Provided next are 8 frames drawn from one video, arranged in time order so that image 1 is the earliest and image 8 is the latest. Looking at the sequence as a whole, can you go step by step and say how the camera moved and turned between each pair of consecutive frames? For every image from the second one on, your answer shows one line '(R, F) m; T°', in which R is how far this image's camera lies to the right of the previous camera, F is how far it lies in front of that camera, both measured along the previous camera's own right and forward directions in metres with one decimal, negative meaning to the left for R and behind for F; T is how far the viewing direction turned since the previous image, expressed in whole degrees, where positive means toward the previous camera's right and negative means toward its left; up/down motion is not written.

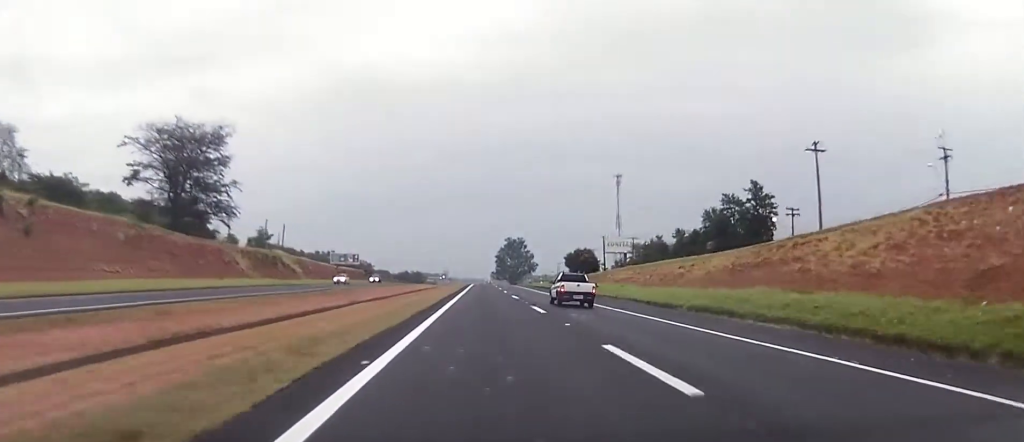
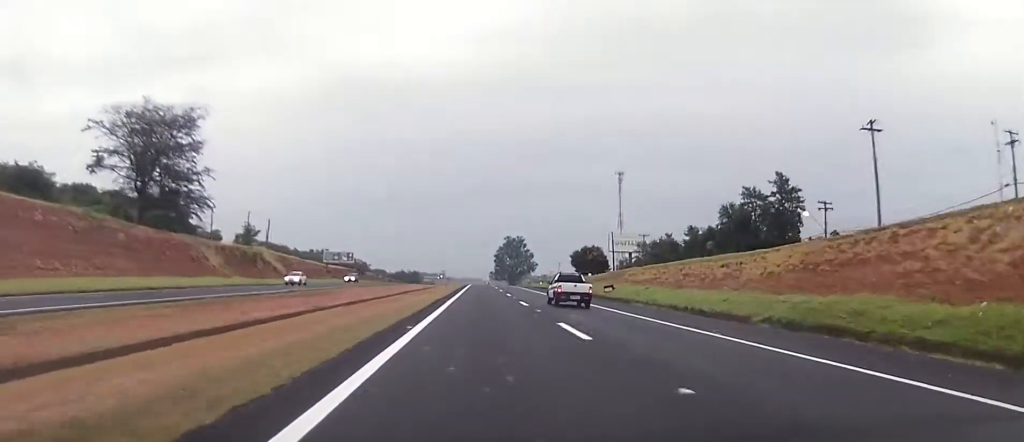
(0.0, +9.1) m; 0°
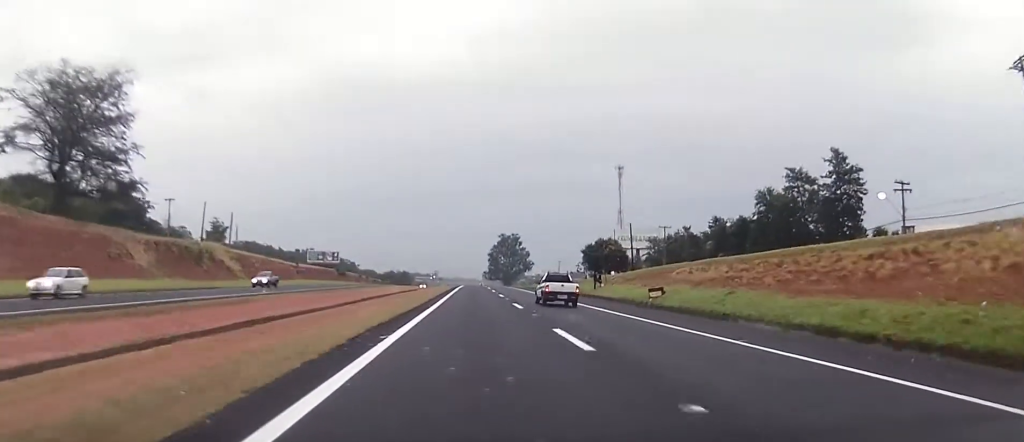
(0.0, +17.2) m; 0°
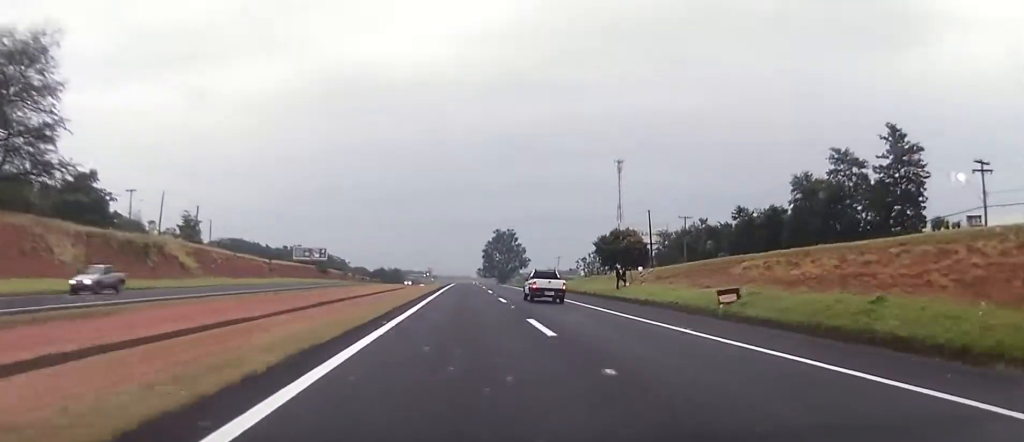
(-0.1, +12.8) m; 0°
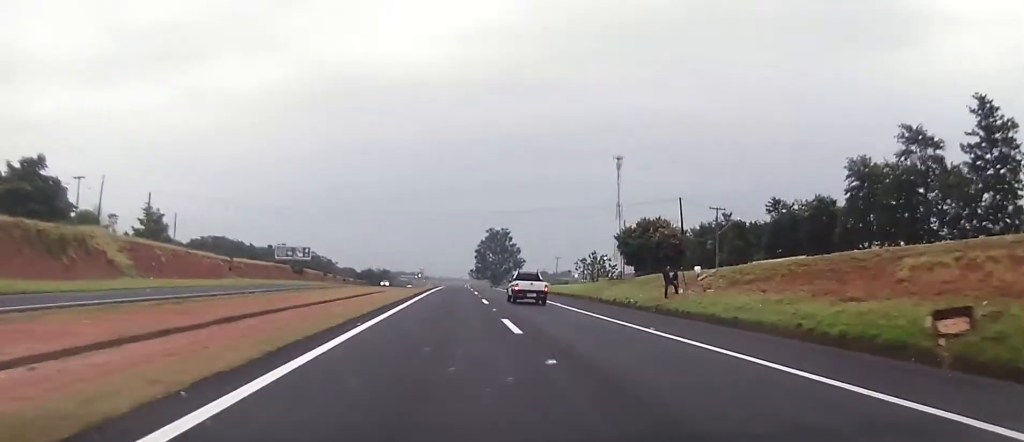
(+0.1, +15.1) m; 0°
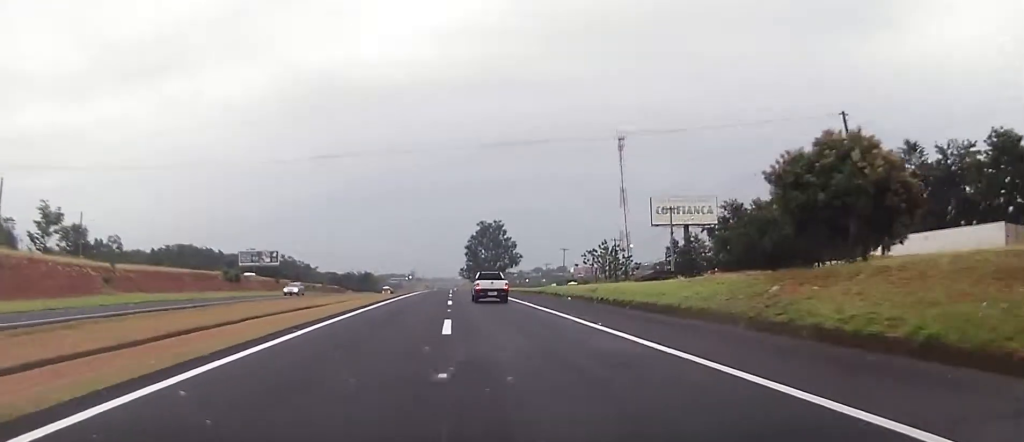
(+0.2, +32.8) m; +1°
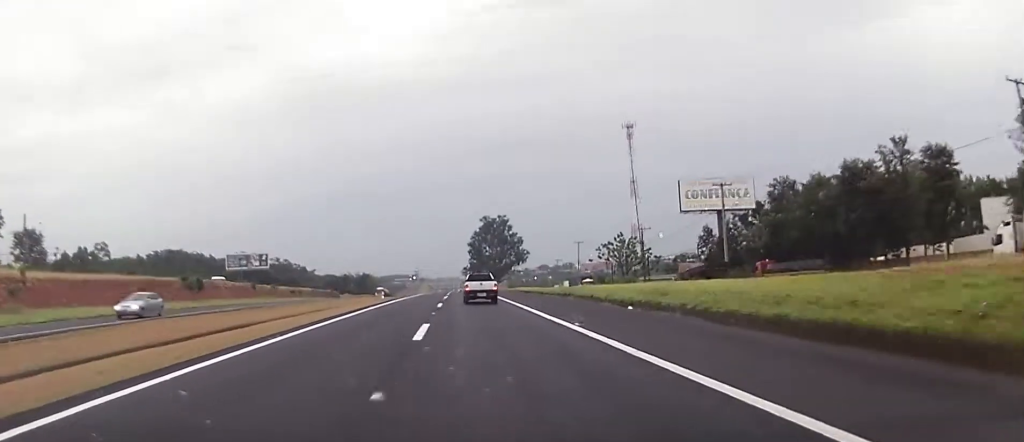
(+0.1, +17.0) m; 0°
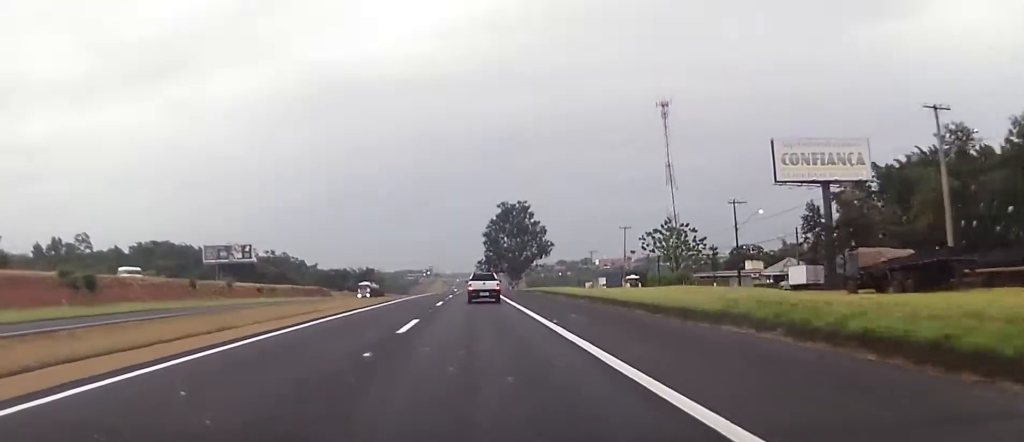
(+0.2, +32.1) m; 0°
